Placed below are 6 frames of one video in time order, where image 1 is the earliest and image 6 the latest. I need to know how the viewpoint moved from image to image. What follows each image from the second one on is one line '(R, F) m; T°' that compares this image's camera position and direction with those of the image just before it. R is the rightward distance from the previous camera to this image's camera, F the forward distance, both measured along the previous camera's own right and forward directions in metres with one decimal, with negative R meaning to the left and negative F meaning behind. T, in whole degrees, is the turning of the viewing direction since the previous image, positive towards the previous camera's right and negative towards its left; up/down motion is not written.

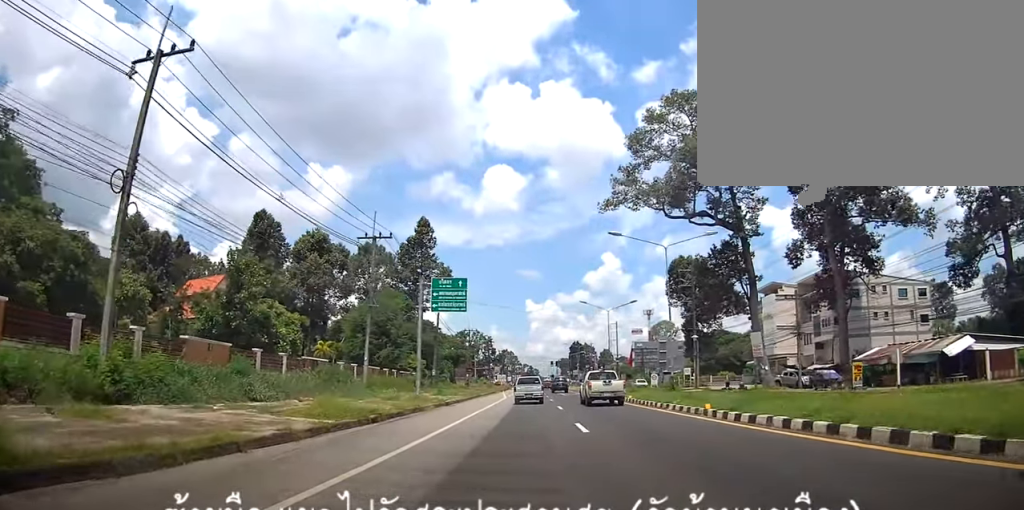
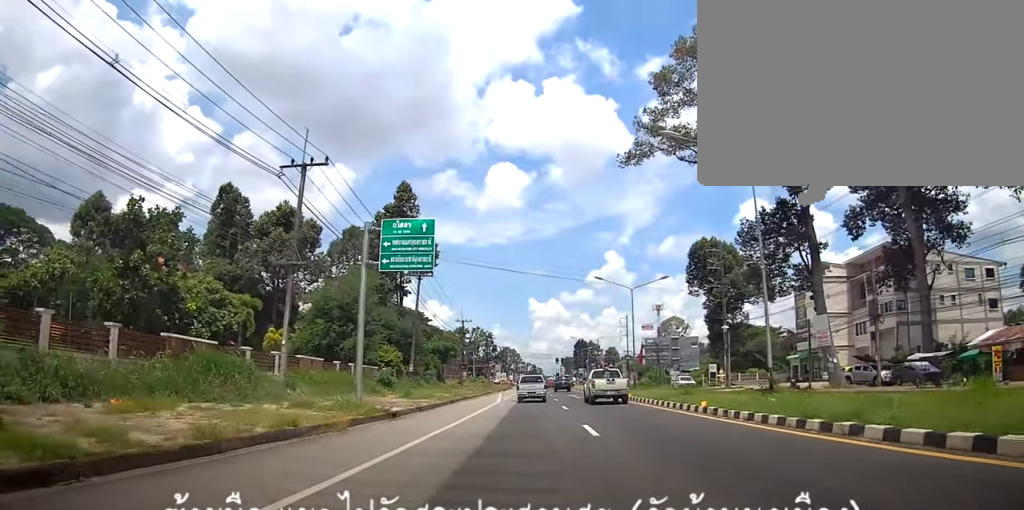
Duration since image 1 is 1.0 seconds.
(-0.3, +13.5) m; -2°
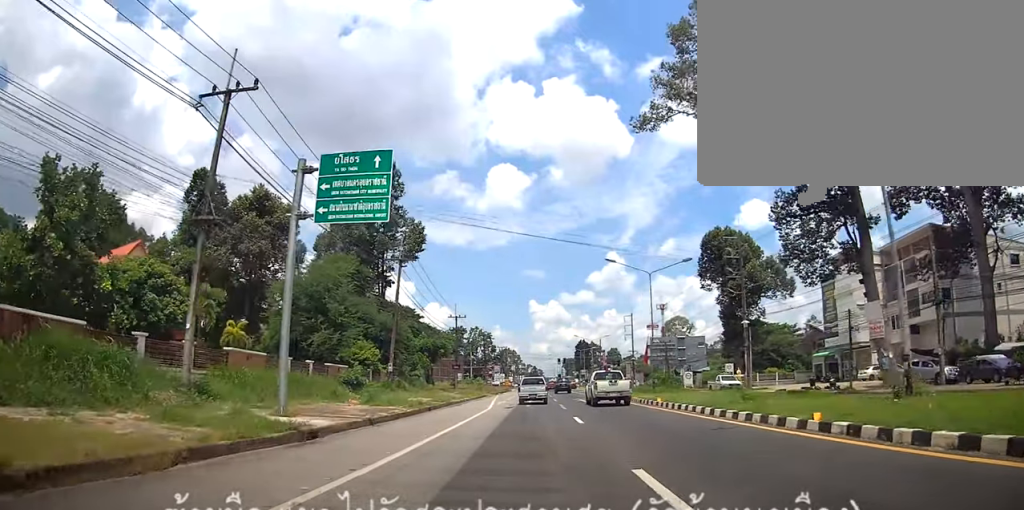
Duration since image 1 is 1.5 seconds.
(-0.1, +7.7) m; -1°
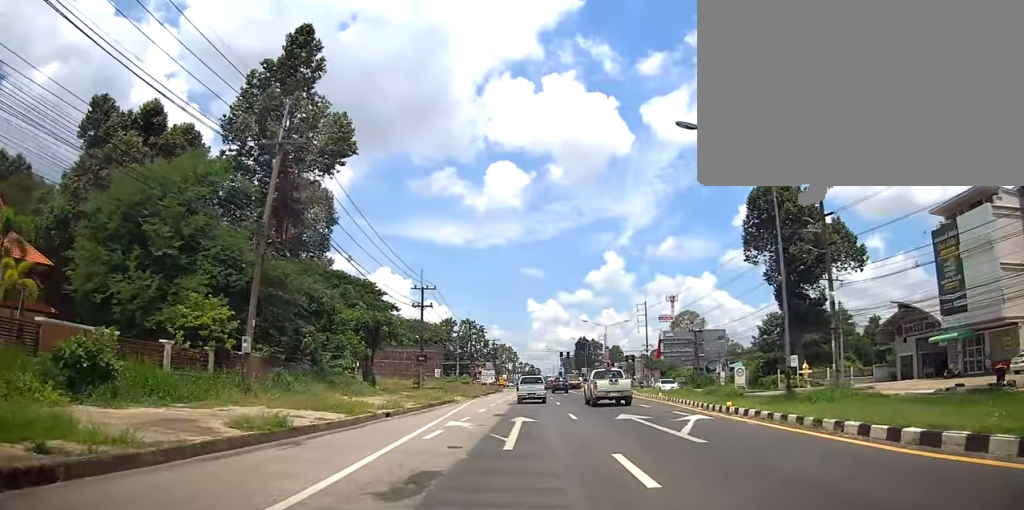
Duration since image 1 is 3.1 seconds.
(0.0, +22.7) m; +1°
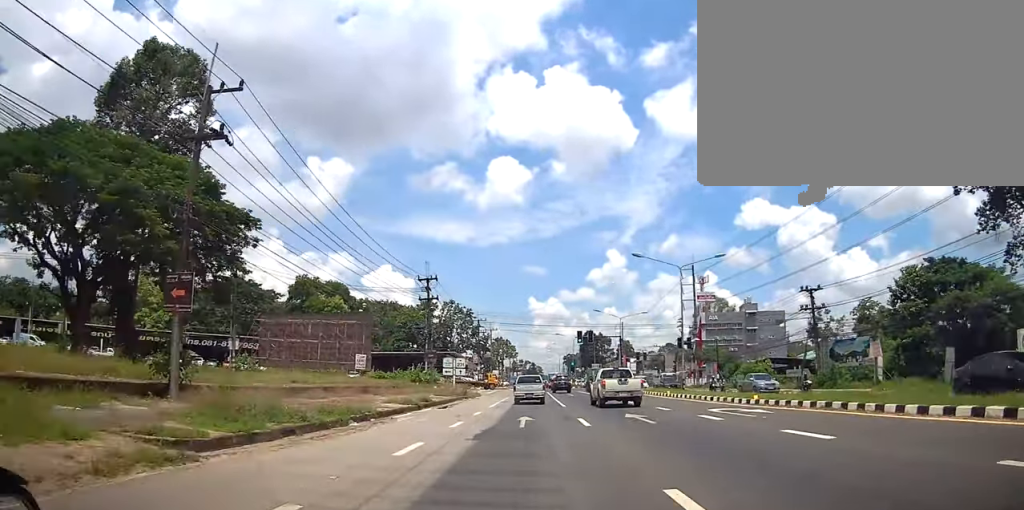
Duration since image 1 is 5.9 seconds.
(+0.2, +40.1) m; +2°
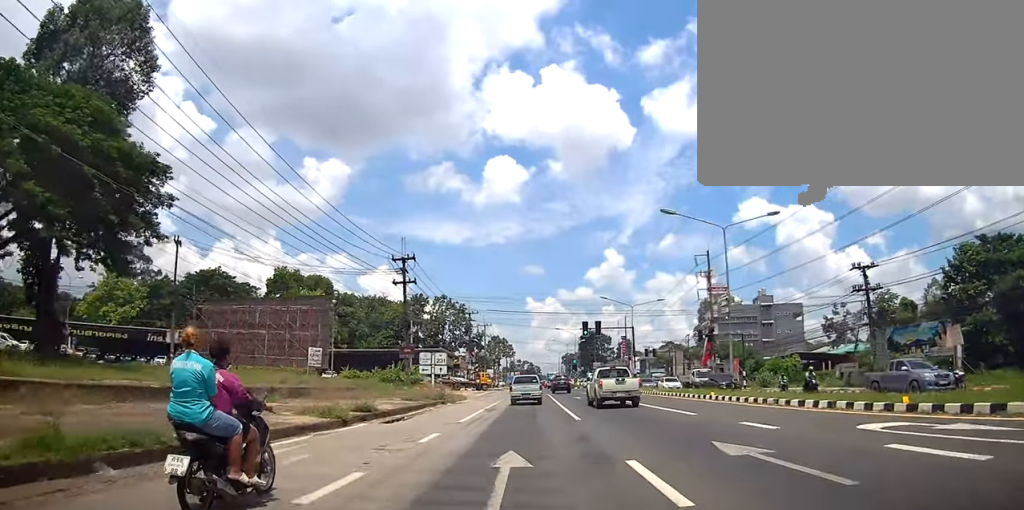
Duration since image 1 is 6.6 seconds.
(+0.1, +9.9) m; +1°
